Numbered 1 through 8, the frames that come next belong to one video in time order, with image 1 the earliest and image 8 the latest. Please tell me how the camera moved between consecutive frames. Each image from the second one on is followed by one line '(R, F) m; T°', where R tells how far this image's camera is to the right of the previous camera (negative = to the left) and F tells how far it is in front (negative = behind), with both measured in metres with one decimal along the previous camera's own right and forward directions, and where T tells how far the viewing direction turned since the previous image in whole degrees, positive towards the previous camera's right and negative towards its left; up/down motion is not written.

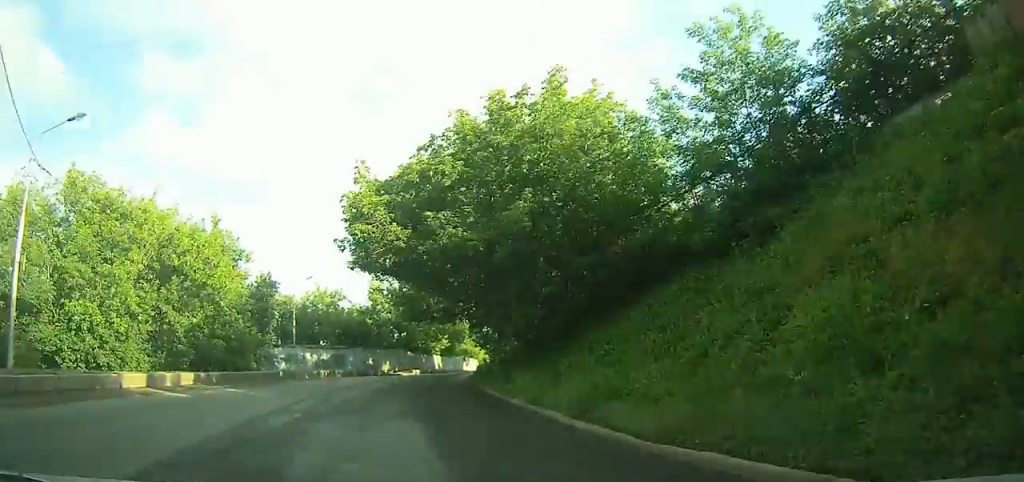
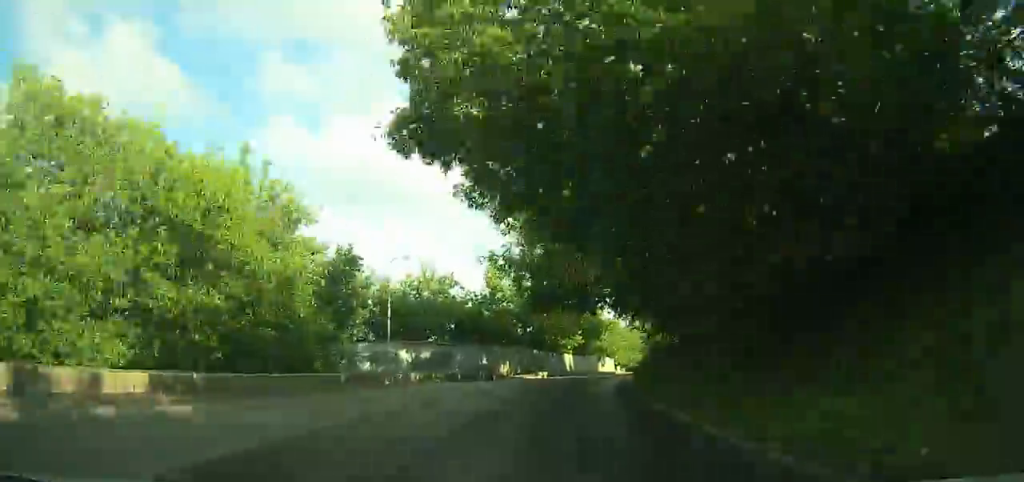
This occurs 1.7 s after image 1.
(-0.4, +9.1) m; -3°
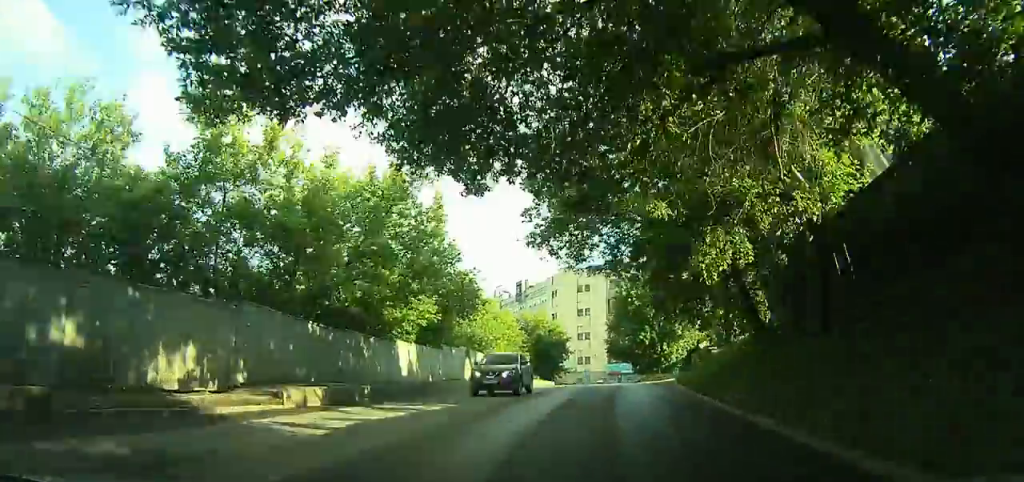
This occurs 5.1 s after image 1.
(+0.1, +26.2) m; +6°
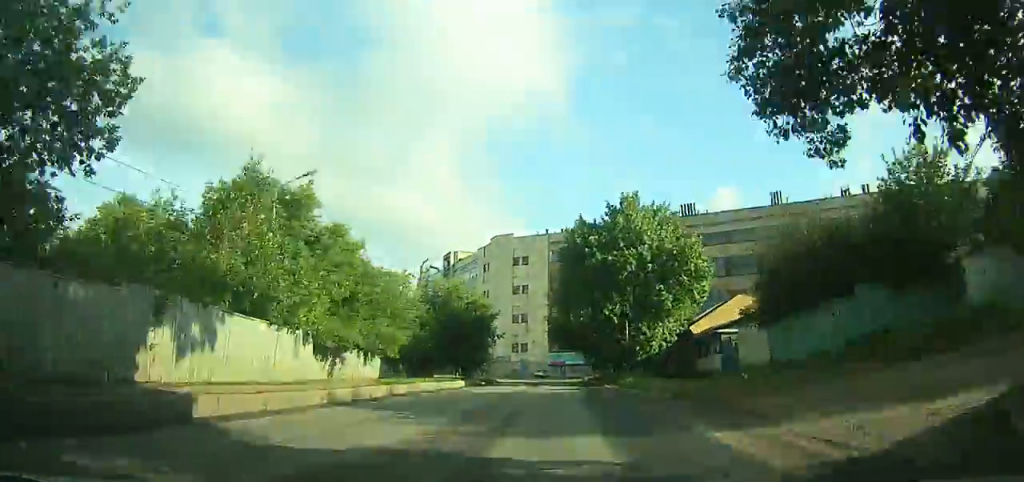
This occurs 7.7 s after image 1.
(+1.8, +25.0) m; +6°
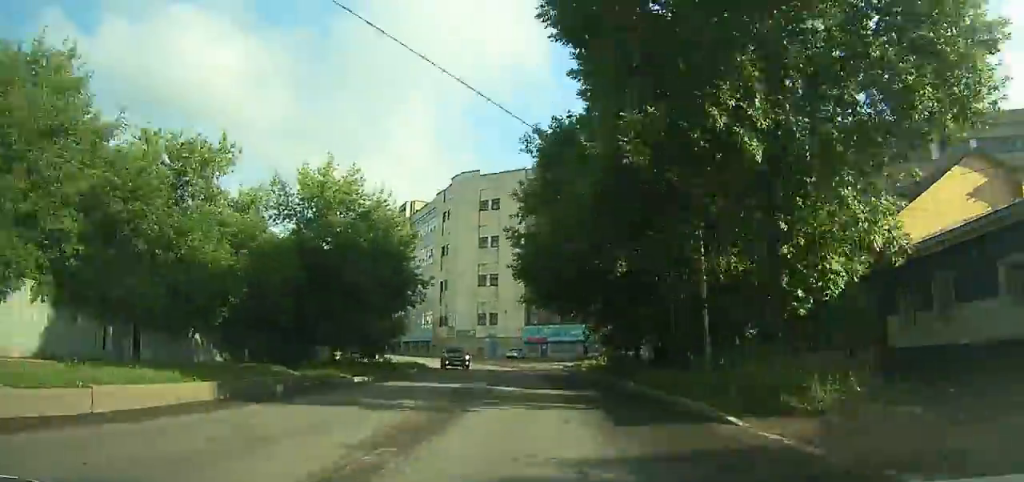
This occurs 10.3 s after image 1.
(+1.0, +28.2) m; +2°
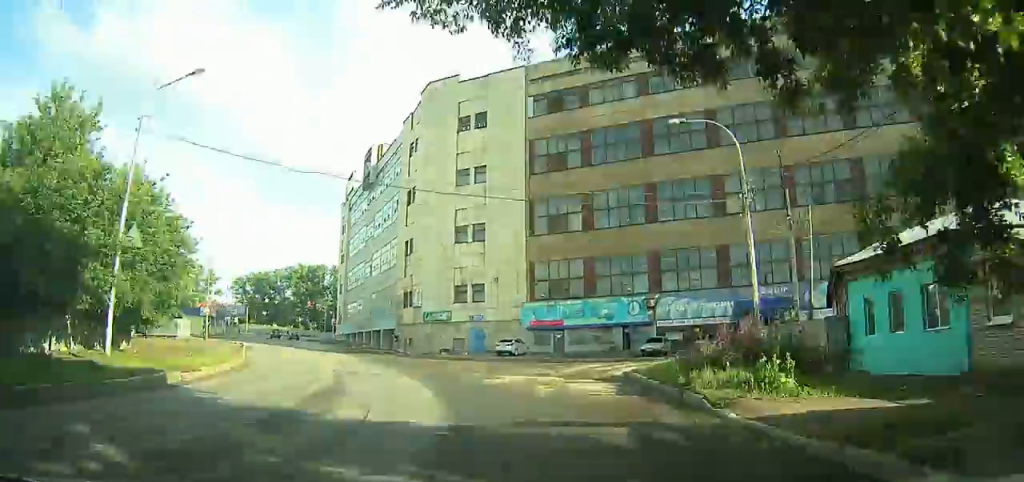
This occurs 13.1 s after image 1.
(+0.5, +31.9) m; -9°
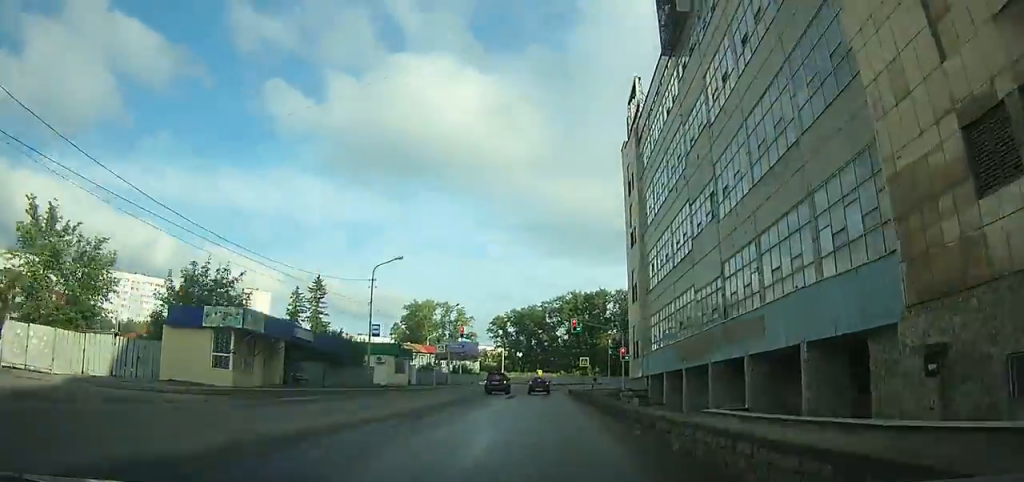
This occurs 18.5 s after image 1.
(-14.6, +55.3) m; -20°
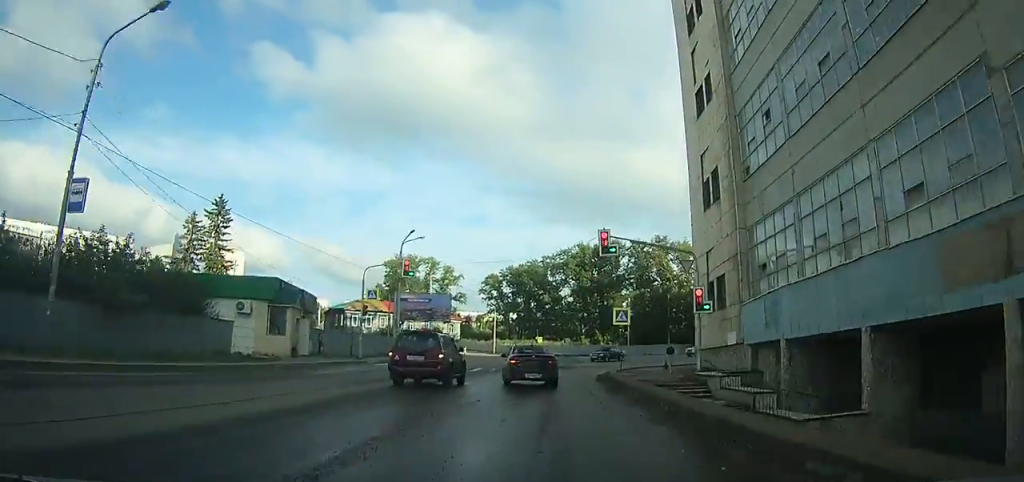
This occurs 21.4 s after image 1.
(-0.3, +26.2) m; 0°
